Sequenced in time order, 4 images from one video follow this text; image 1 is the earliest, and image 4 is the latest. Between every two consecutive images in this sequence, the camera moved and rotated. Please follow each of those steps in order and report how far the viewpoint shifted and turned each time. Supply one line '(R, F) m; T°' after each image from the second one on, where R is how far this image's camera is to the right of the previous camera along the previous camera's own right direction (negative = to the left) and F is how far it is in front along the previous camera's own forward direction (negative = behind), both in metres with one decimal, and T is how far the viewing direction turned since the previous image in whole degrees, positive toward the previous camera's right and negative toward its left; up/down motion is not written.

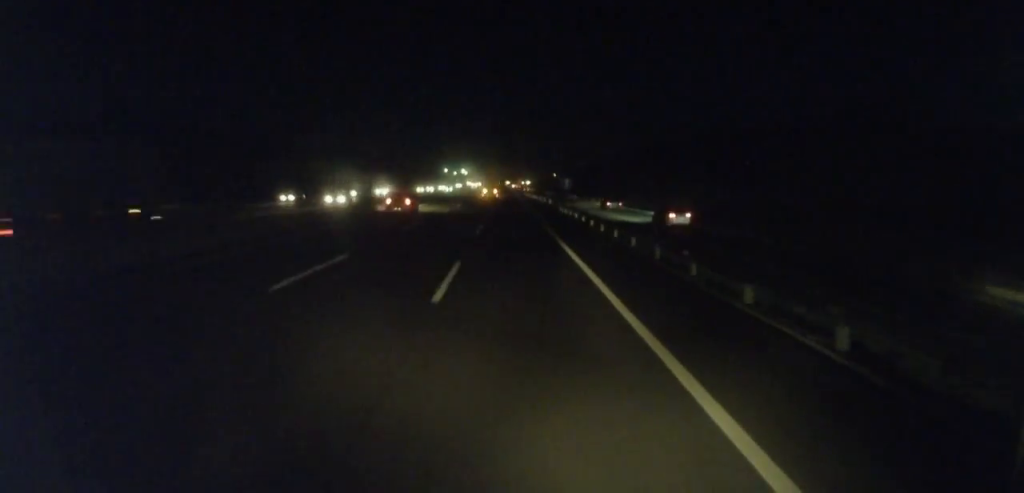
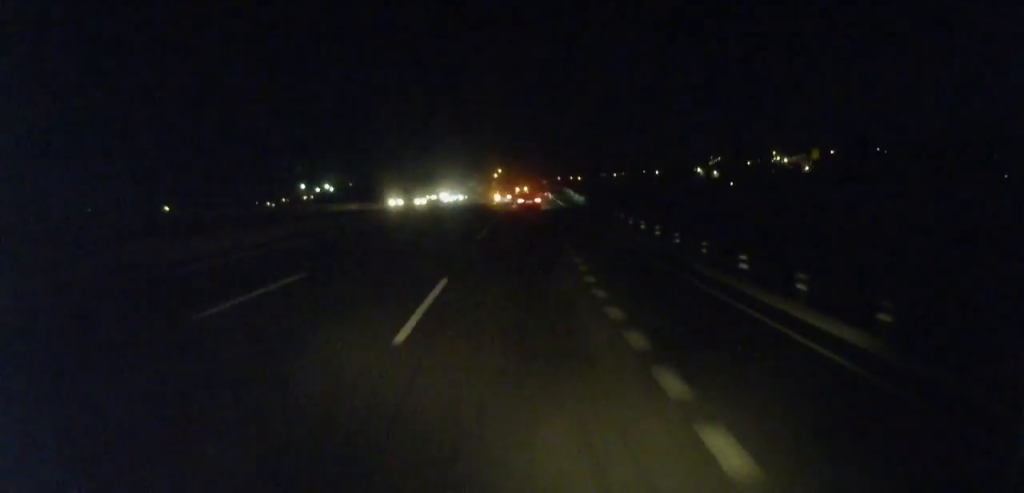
(+6.3, +469.7) m; +9°
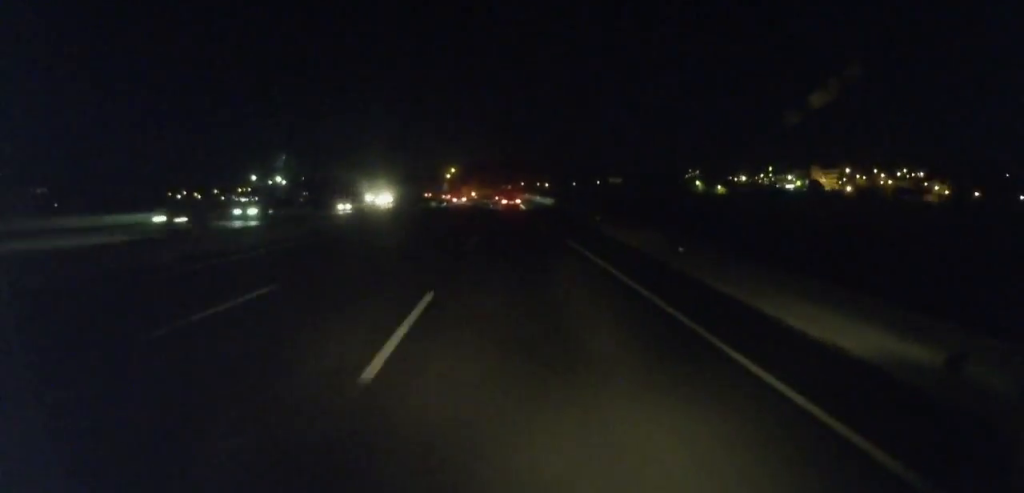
(+2.7, +52.0) m; +2°
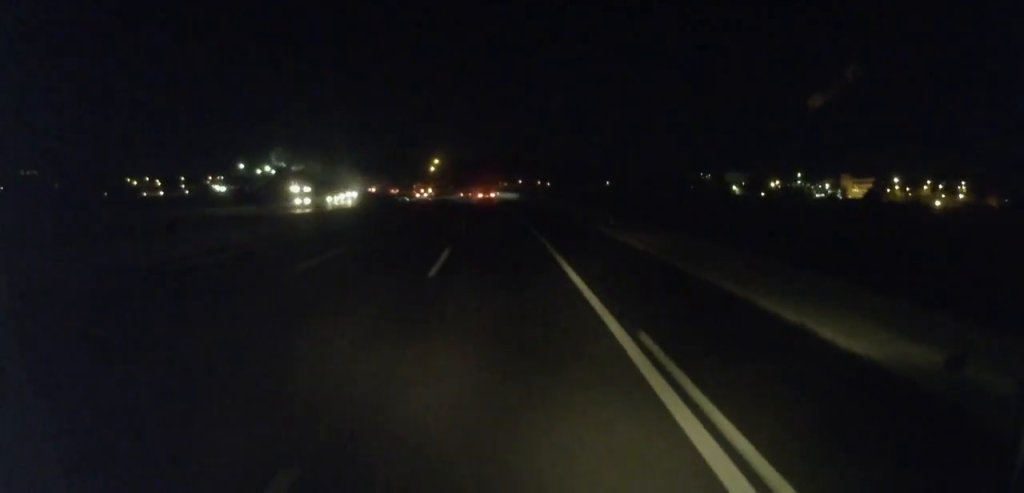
(+1.1, +42.9) m; +1°
